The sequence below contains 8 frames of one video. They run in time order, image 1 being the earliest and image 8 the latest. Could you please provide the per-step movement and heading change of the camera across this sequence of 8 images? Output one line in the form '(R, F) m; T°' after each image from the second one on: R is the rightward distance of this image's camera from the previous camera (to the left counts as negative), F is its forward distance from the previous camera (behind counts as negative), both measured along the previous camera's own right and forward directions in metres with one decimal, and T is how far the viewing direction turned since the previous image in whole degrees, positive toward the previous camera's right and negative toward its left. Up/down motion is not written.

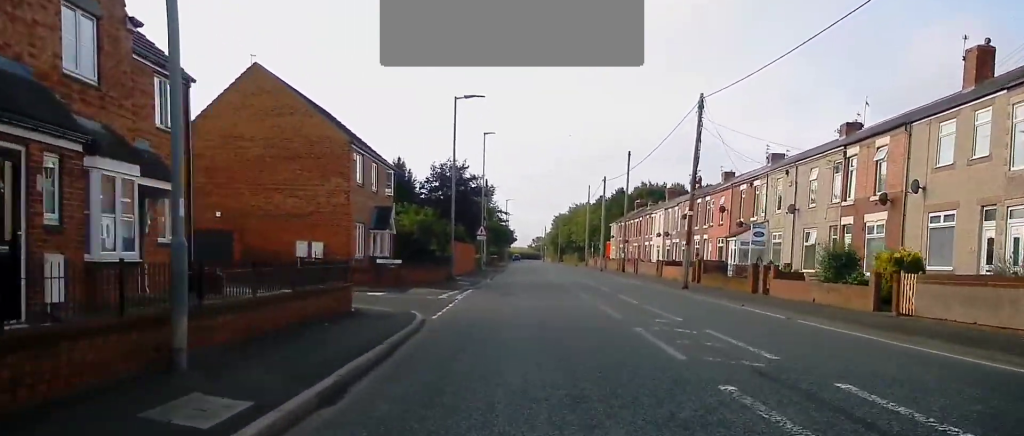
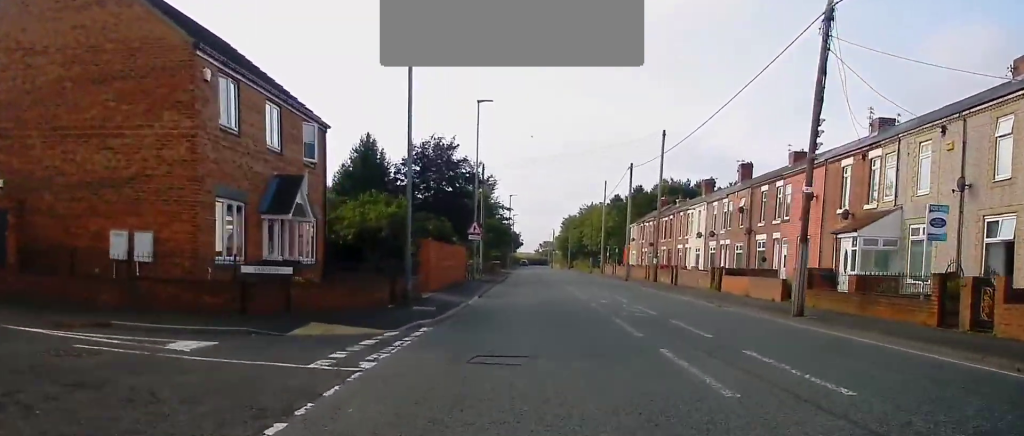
(+0.1, +14.3) m; 0°
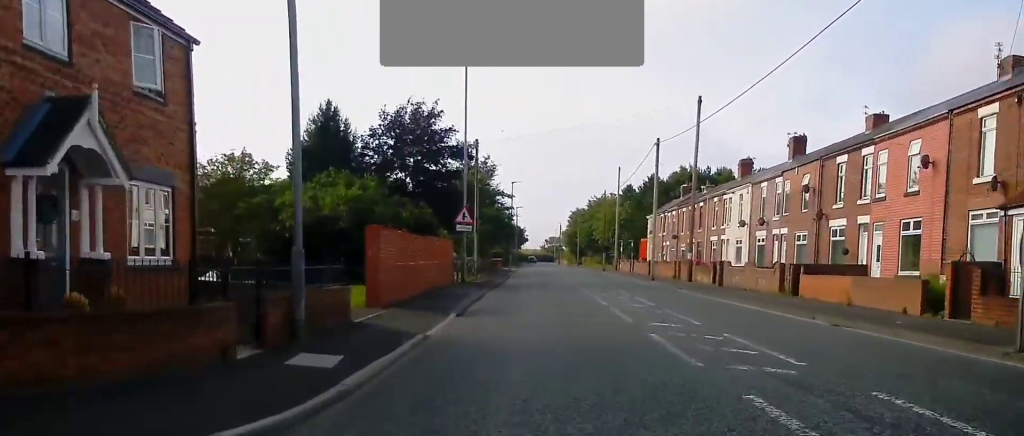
(0.0, +10.1) m; 0°
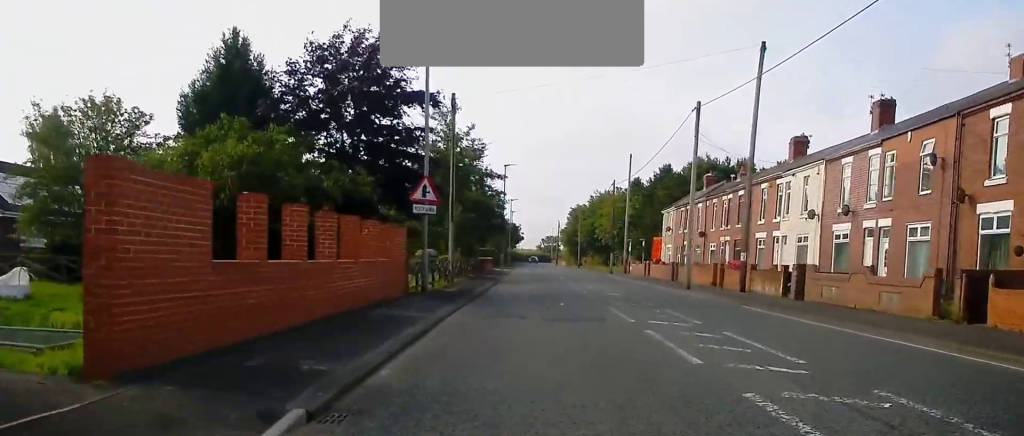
(0.0, +12.1) m; 0°
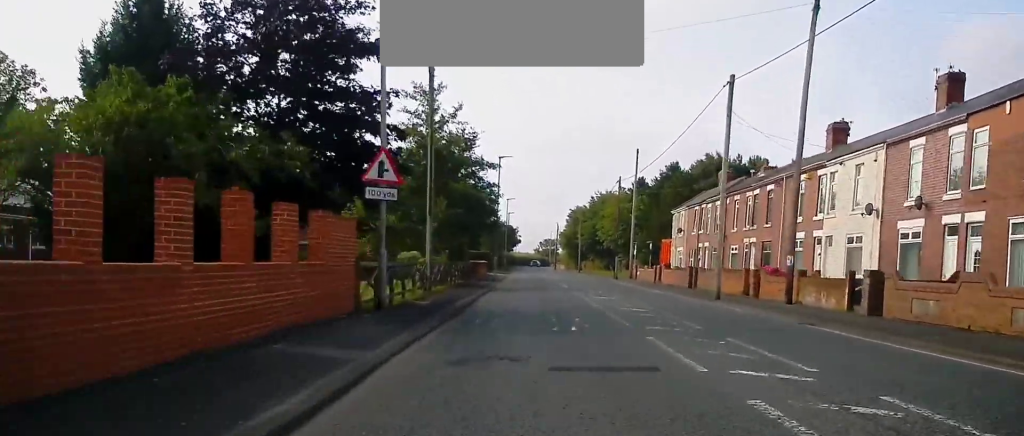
(0.0, +6.3) m; 0°
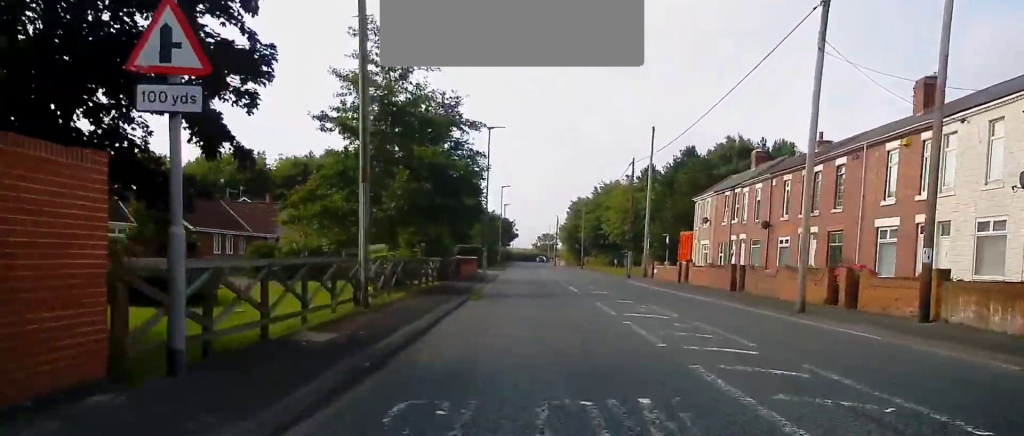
(0.0, +9.9) m; 0°
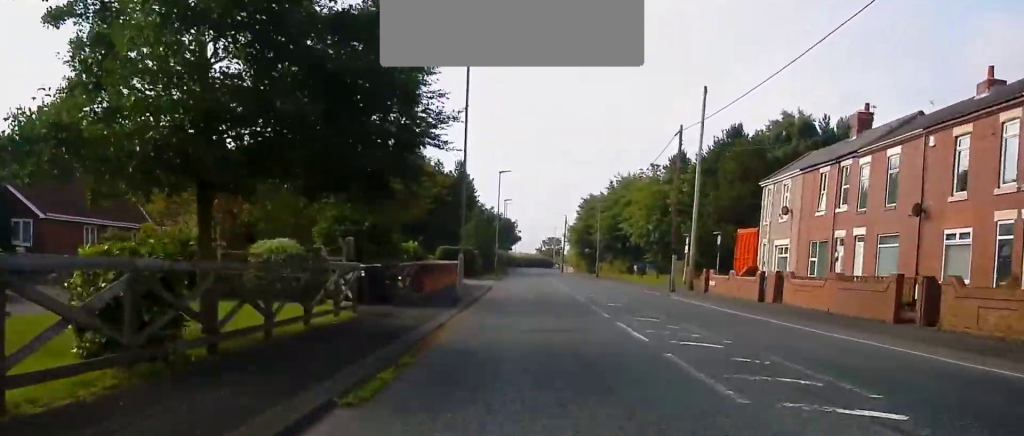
(0.0, +16.0) m; -1°
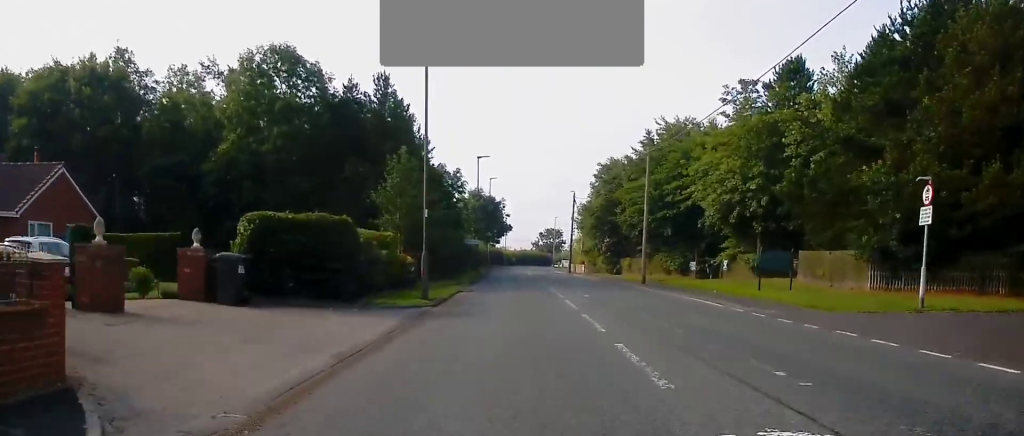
(+0.1, +35.1) m; +1°
